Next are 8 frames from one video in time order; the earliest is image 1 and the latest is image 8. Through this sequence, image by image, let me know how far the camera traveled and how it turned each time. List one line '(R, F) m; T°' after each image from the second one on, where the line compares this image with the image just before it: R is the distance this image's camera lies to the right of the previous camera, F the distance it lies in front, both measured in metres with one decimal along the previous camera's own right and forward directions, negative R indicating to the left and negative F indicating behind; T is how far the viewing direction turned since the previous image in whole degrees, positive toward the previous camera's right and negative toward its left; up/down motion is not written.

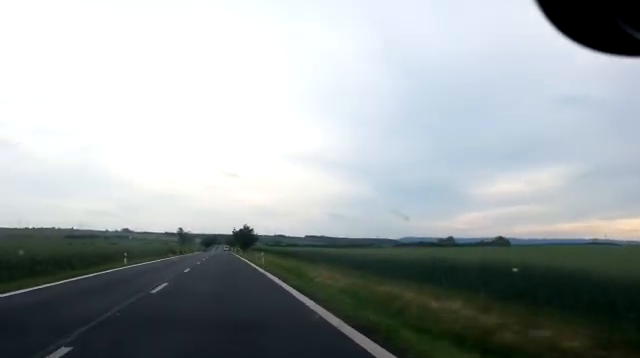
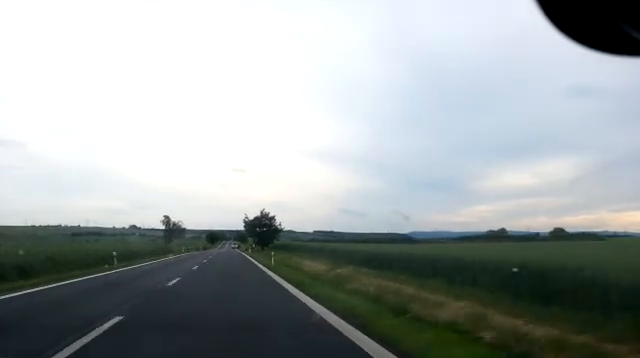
(-0.5, +42.9) m; -1°
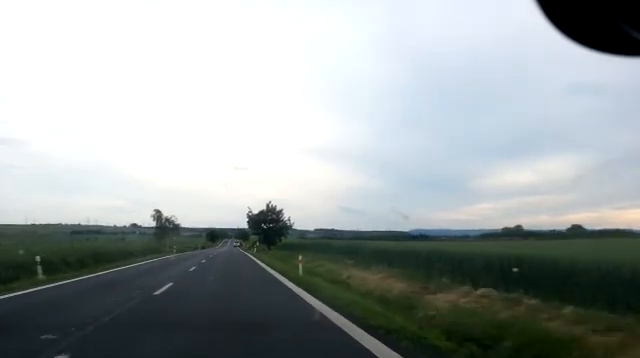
(-0.2, +11.8) m; 0°
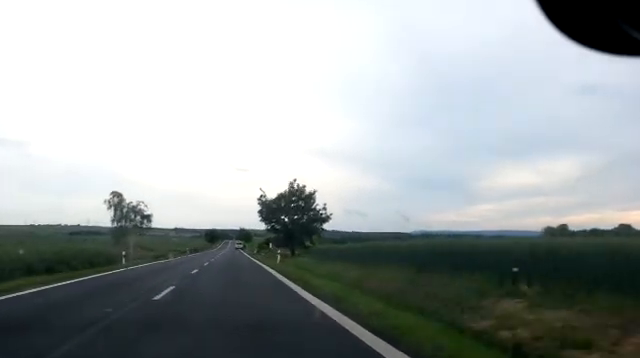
(+0.3, +28.2) m; 0°
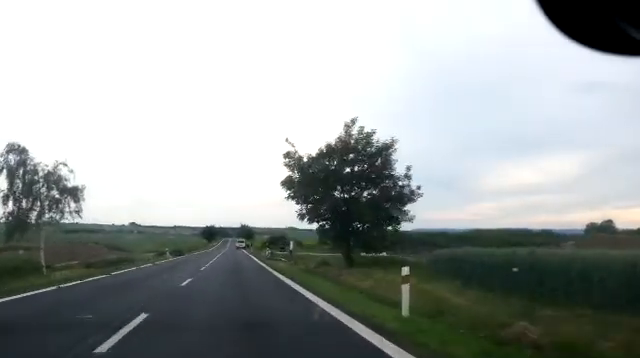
(-0.3, +24.0) m; 0°
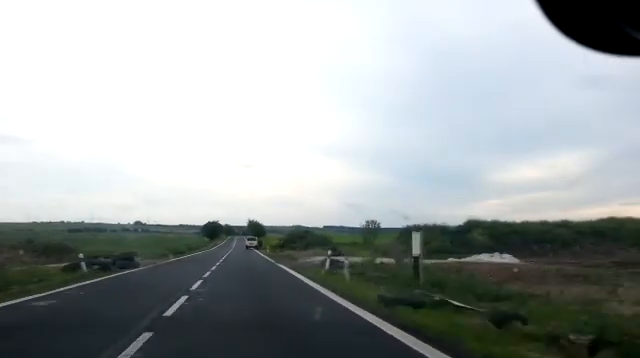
(+0.2, +29.9) m; 0°
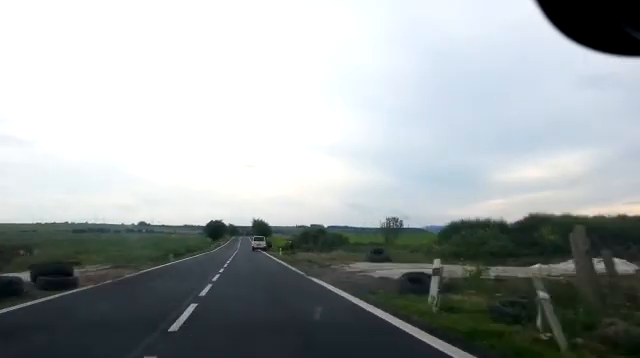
(+0.1, +10.9) m; 0°
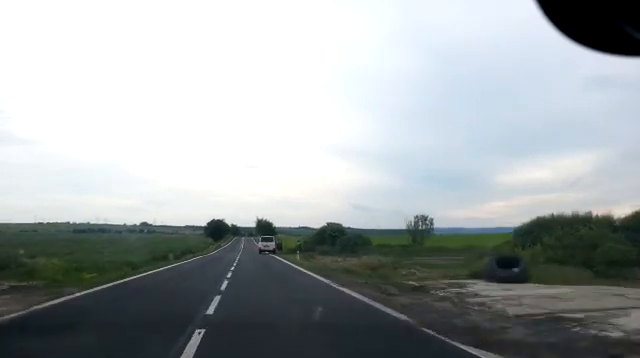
(-0.2, +12.7) m; -1°
